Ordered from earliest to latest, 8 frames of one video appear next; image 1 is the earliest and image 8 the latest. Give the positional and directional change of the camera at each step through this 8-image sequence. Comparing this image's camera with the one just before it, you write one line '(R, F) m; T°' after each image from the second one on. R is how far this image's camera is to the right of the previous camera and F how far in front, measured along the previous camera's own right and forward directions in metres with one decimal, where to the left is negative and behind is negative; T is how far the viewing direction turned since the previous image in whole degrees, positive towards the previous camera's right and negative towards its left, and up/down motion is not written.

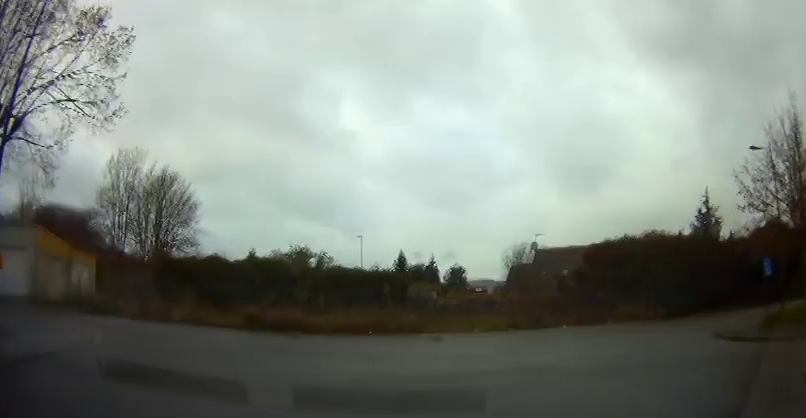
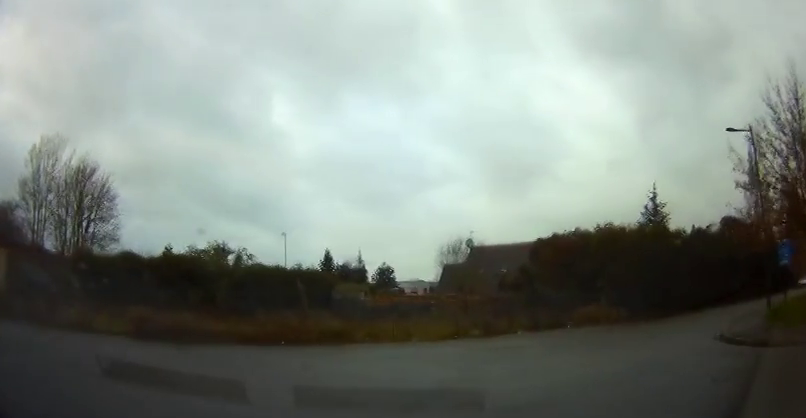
(+0.2, +3.0) m; +10°
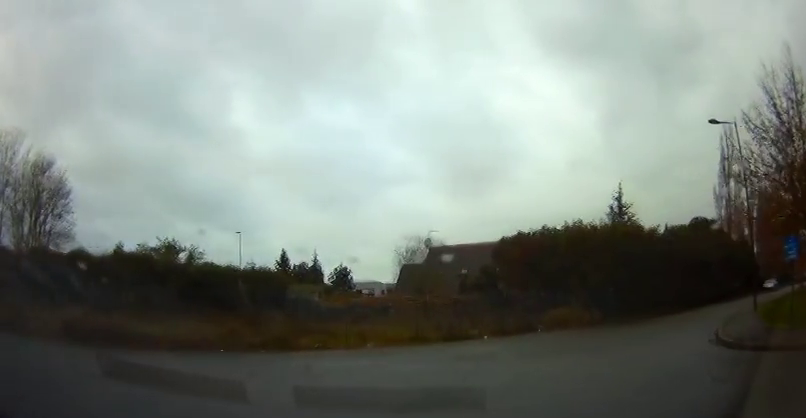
(+0.1, +1.6) m; +8°
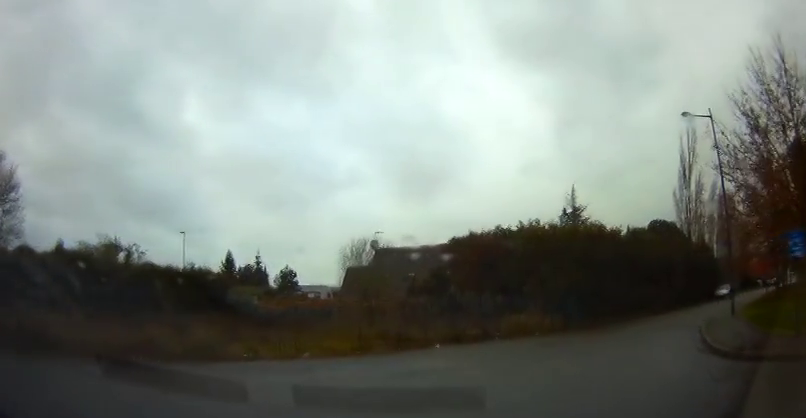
(+0.1, +1.8) m; +9°
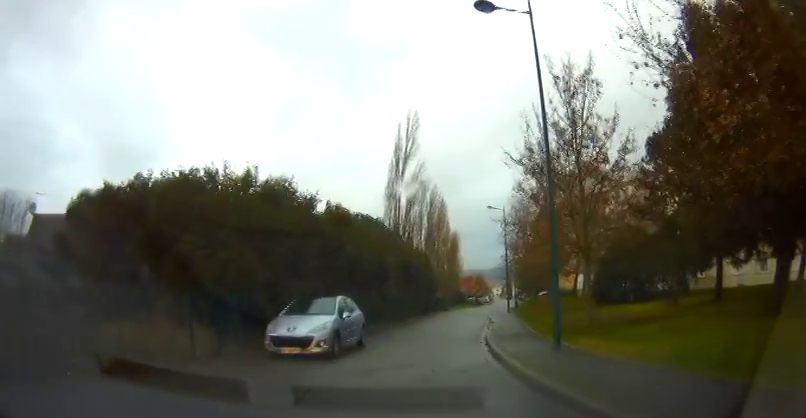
(+2.9, +8.6) m; +31°
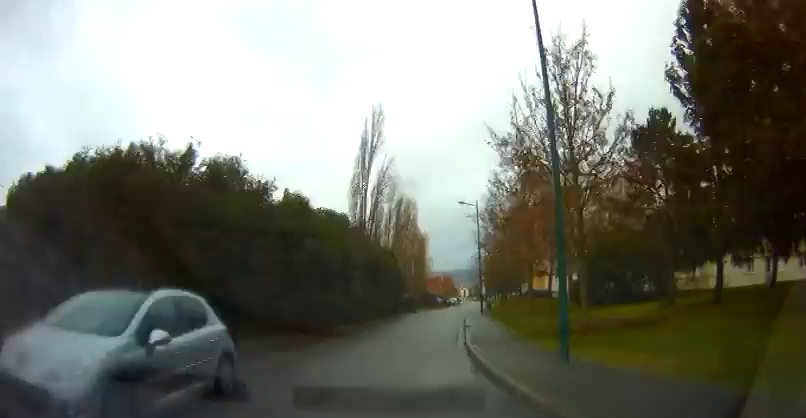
(+0.1, +2.3) m; +4°
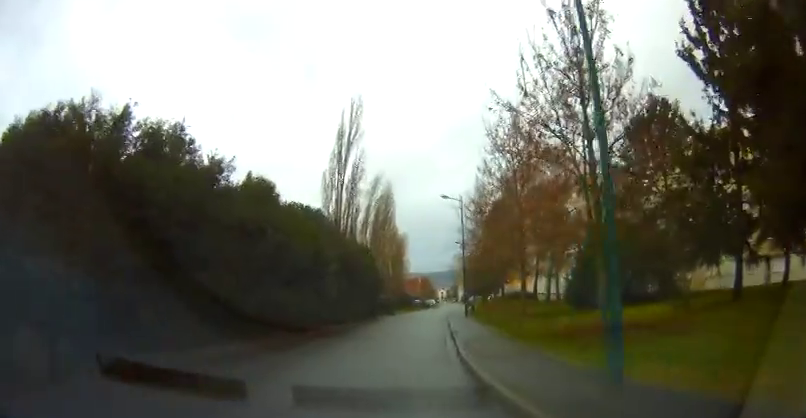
(+0.1, +2.8) m; +3°
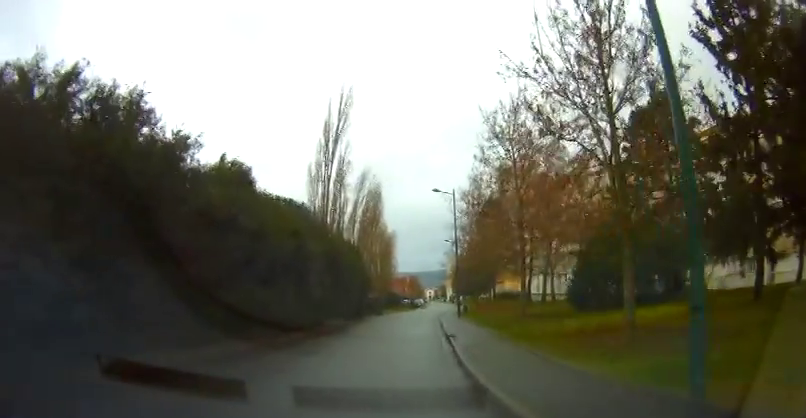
(0.0, +1.9) m; +2°
